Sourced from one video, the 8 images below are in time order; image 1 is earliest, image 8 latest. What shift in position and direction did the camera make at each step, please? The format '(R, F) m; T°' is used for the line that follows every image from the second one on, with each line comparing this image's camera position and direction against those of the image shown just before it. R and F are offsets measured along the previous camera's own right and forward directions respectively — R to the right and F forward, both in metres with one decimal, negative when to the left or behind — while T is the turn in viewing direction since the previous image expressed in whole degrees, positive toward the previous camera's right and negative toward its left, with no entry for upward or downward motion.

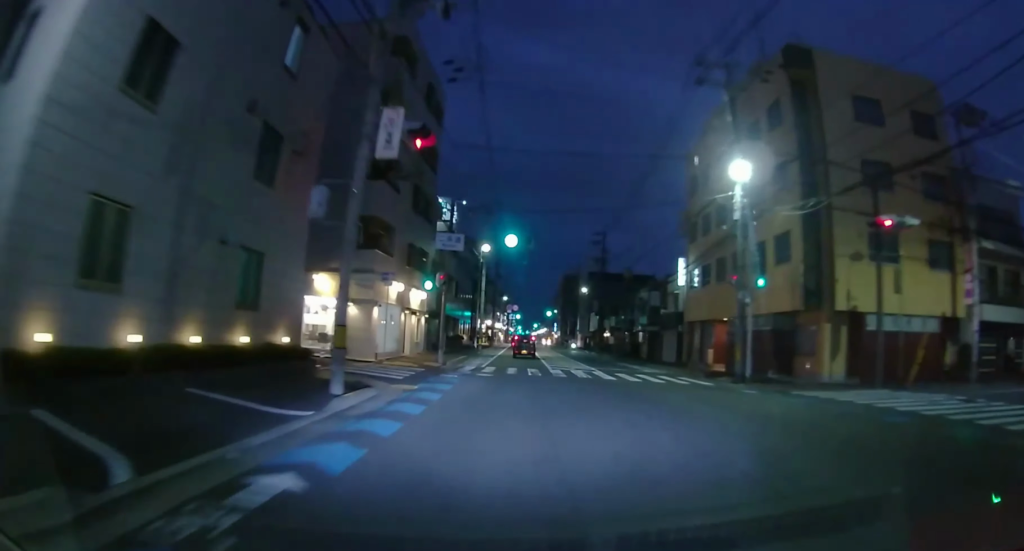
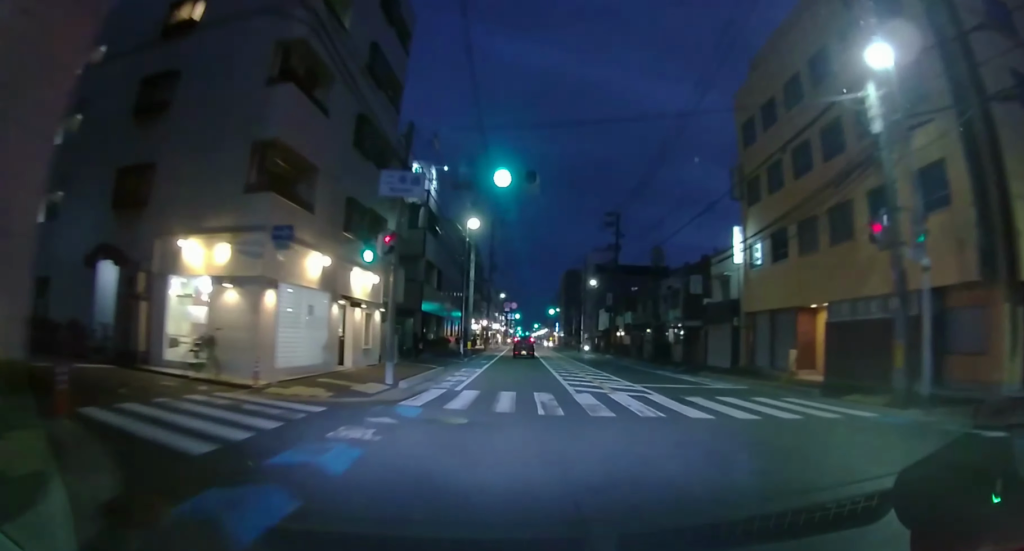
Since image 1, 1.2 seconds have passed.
(0.0, +10.0) m; 0°
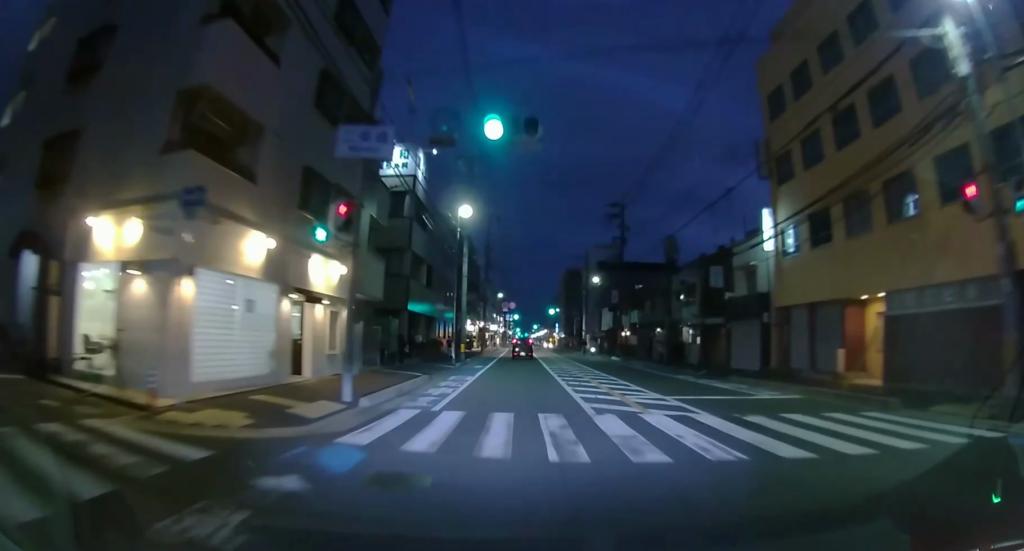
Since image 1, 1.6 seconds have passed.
(0.0, +3.6) m; 0°
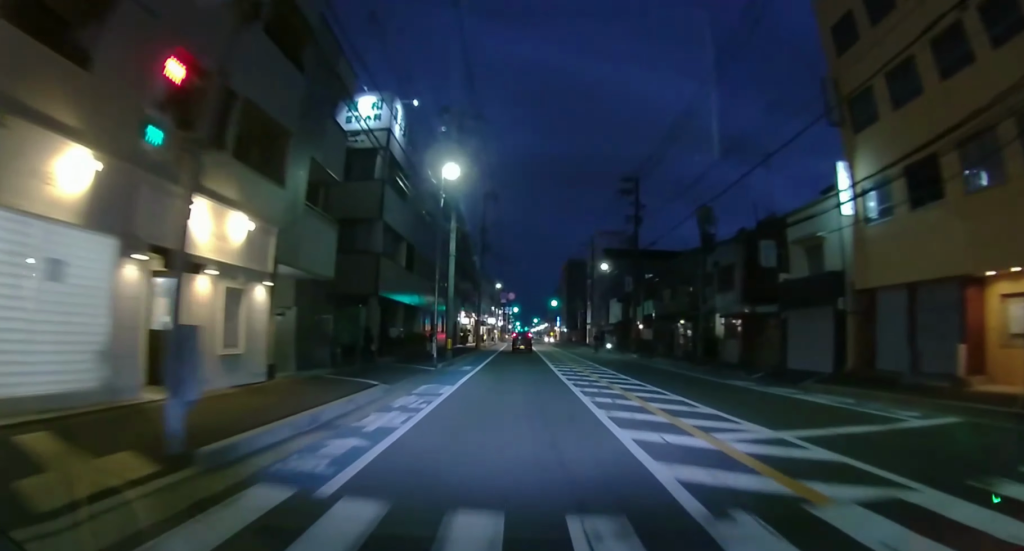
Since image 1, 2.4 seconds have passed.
(0.0, +6.3) m; 0°
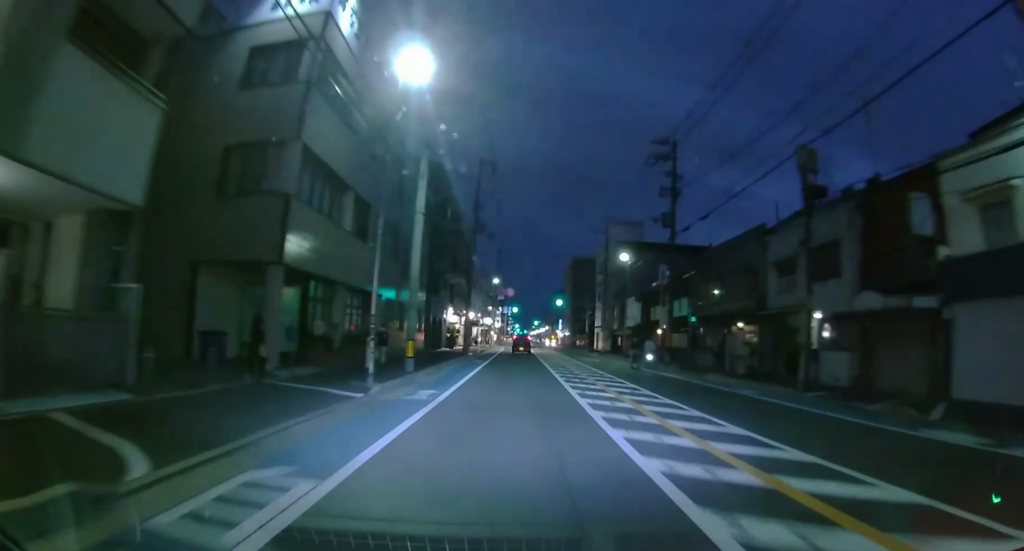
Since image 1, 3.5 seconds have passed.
(0.0, +10.2) m; 0°
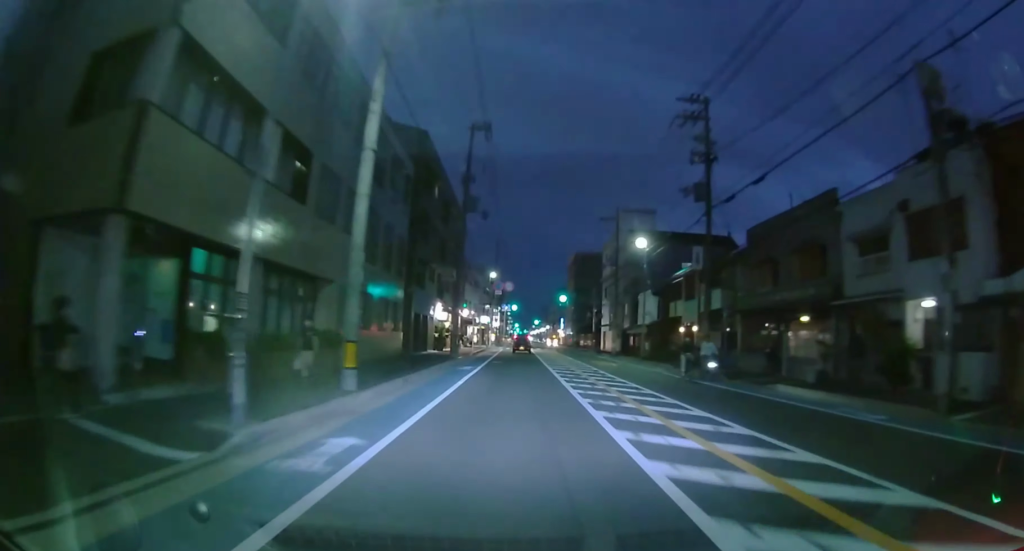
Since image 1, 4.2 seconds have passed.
(0.0, +6.2) m; 0°
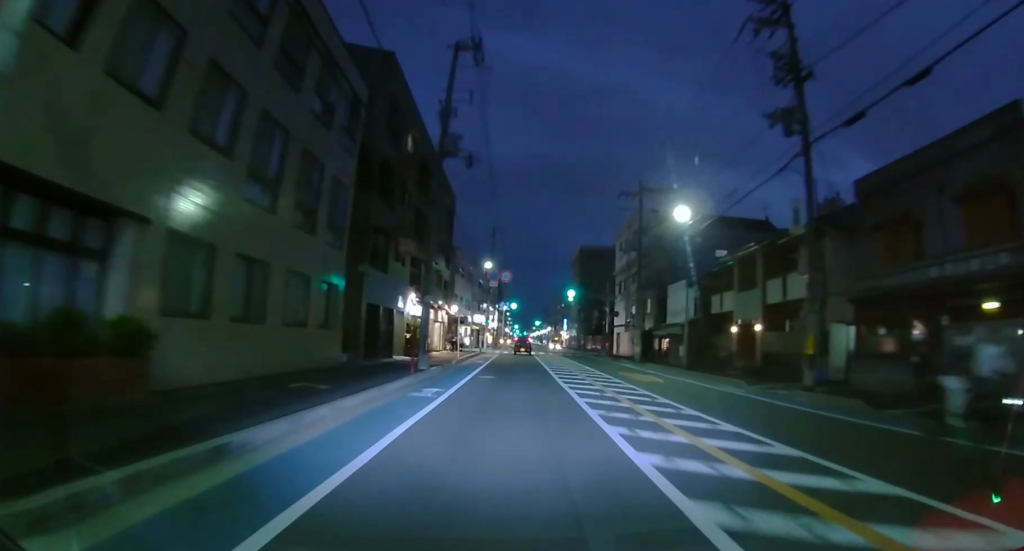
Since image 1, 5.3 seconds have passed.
(+0.1, +9.7) m; +1°
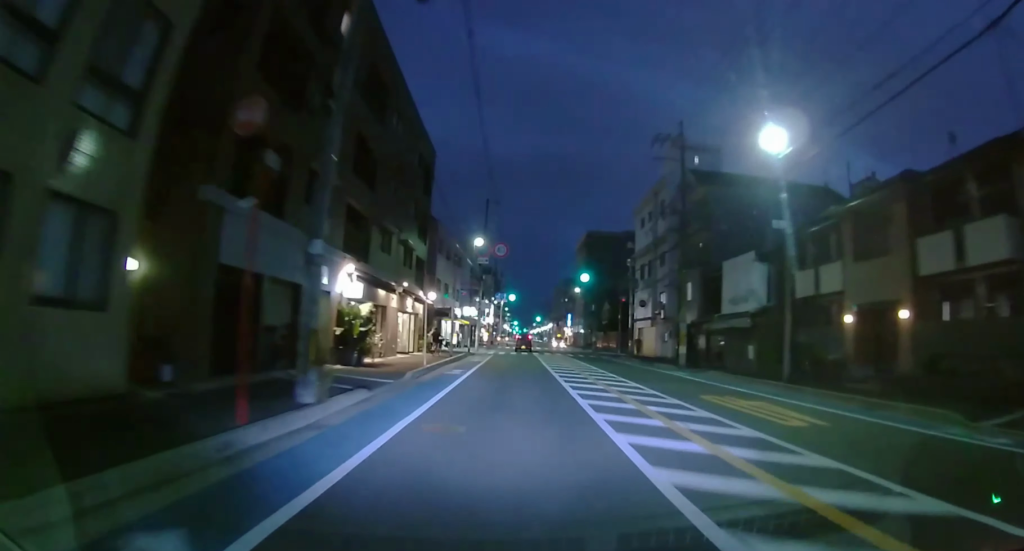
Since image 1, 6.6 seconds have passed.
(0.0, +11.4) m; 0°
